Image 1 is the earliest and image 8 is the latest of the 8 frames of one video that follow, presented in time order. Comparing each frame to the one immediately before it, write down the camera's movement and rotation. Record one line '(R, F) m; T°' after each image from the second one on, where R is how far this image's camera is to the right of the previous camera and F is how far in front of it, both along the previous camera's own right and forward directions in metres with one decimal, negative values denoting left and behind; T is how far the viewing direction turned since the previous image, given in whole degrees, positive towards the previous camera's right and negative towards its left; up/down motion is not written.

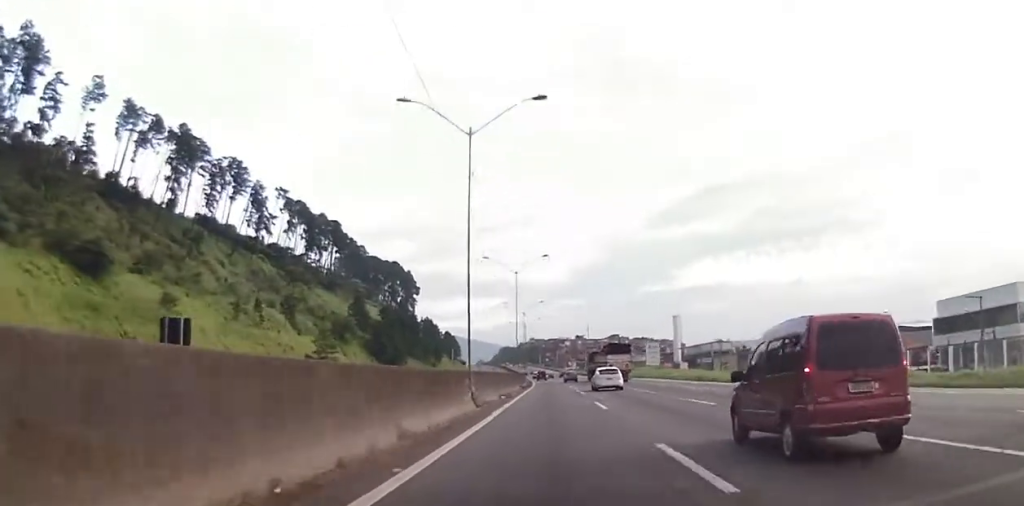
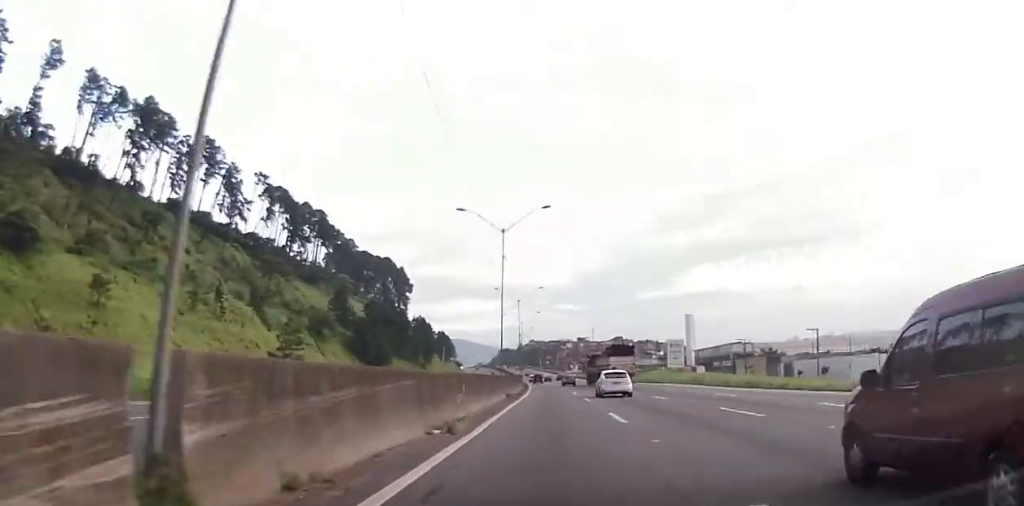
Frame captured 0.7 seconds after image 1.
(0.0, +21.3) m; 0°
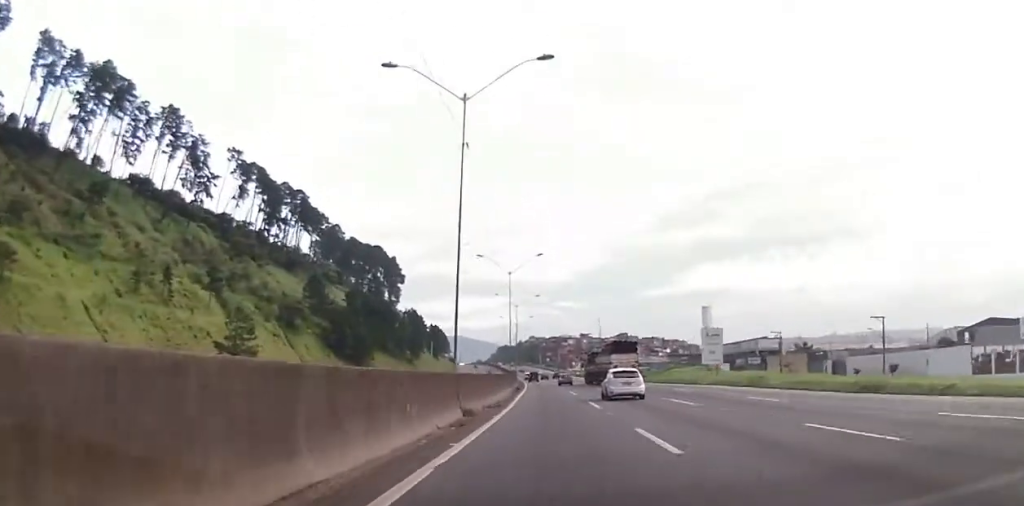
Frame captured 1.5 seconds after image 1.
(0.0, +22.2) m; 0°
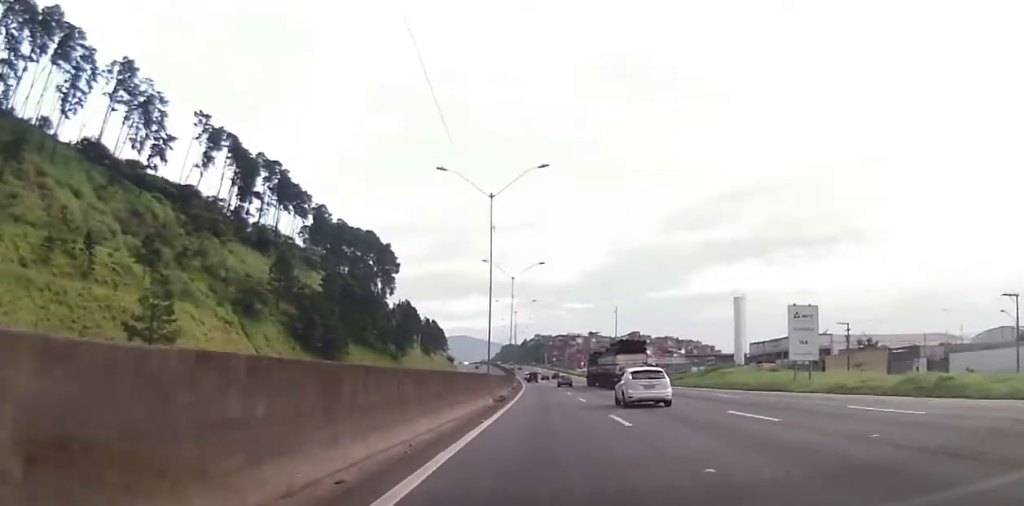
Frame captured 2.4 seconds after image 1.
(-0.1, +27.1) m; 0°
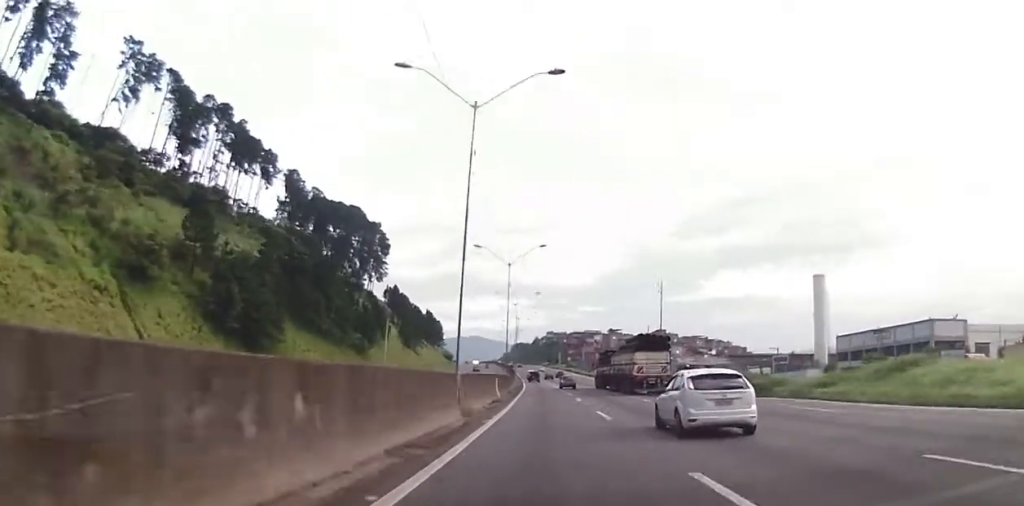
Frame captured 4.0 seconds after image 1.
(-0.2, +44.5) m; -1°
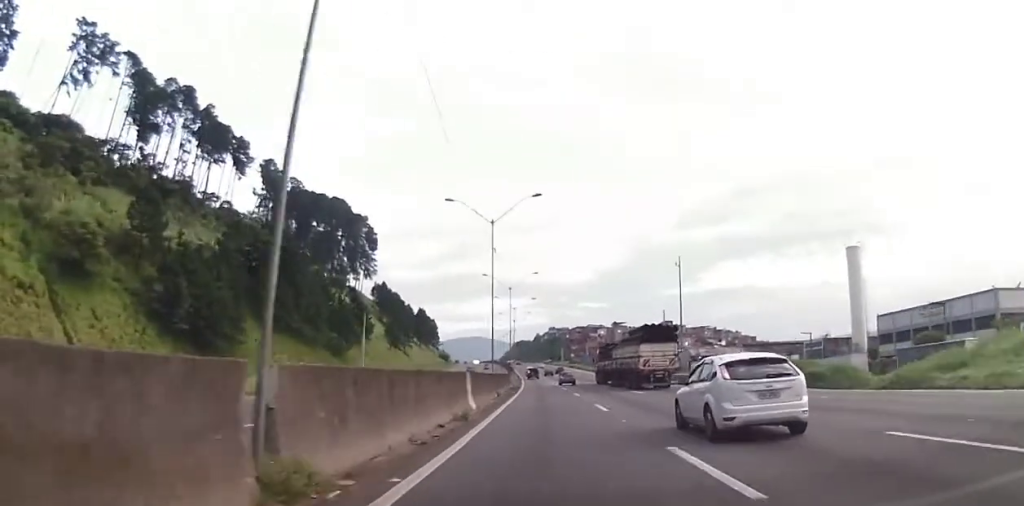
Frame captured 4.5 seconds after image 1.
(-0.3, +15.5) m; -1°
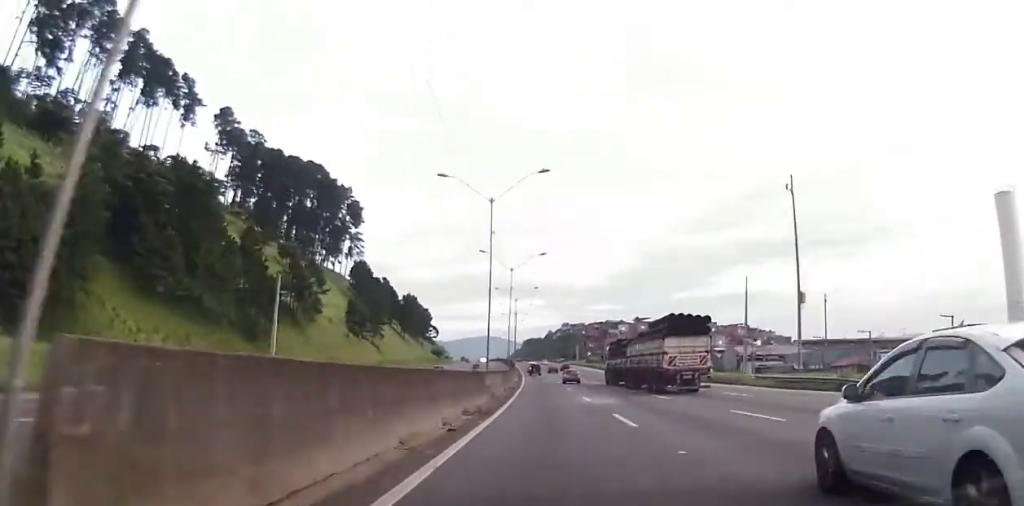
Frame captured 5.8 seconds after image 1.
(-0.2, +38.8) m; 0°
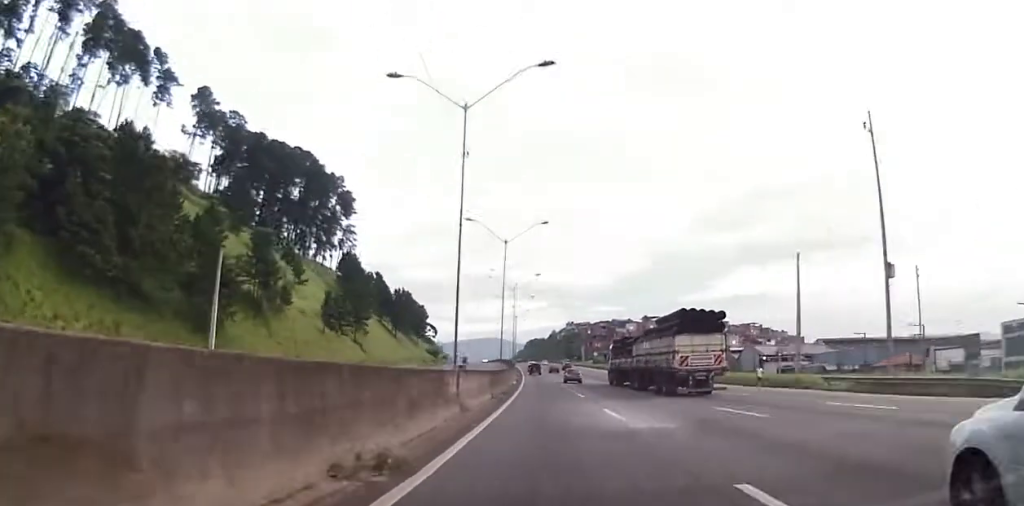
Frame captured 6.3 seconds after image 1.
(0.0, +13.6) m; 0°
